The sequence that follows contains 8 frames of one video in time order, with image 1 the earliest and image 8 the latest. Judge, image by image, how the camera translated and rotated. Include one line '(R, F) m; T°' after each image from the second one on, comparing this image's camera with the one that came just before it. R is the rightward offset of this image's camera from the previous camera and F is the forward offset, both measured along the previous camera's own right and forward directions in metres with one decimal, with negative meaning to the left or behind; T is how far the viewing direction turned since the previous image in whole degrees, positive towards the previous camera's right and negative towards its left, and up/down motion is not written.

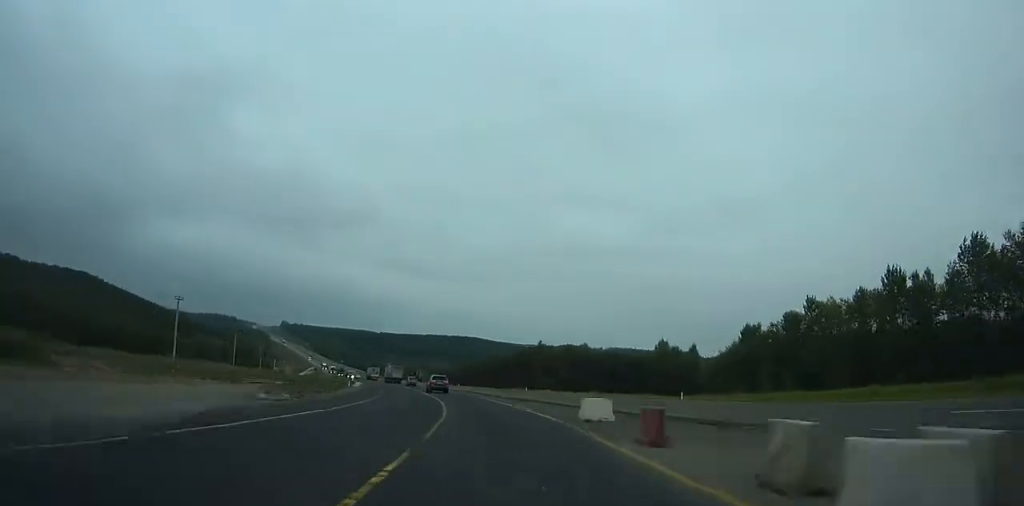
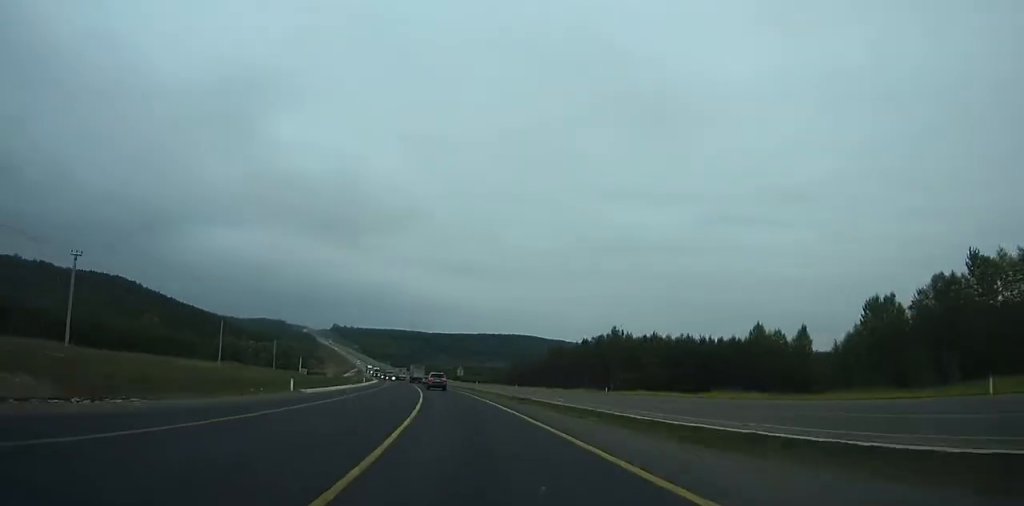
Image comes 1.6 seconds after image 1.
(+0.3, +30.7) m; -2°
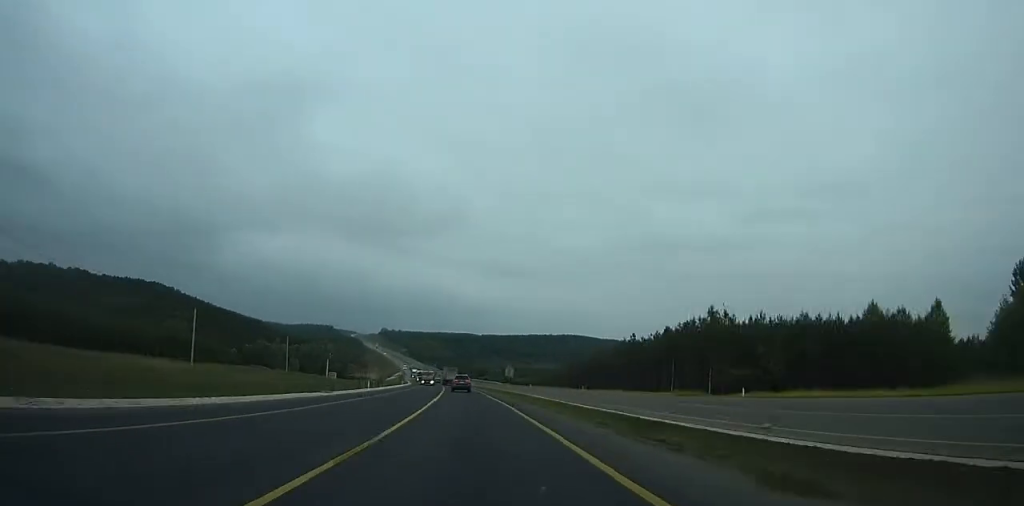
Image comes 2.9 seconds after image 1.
(-1.0, +25.1) m; -3°
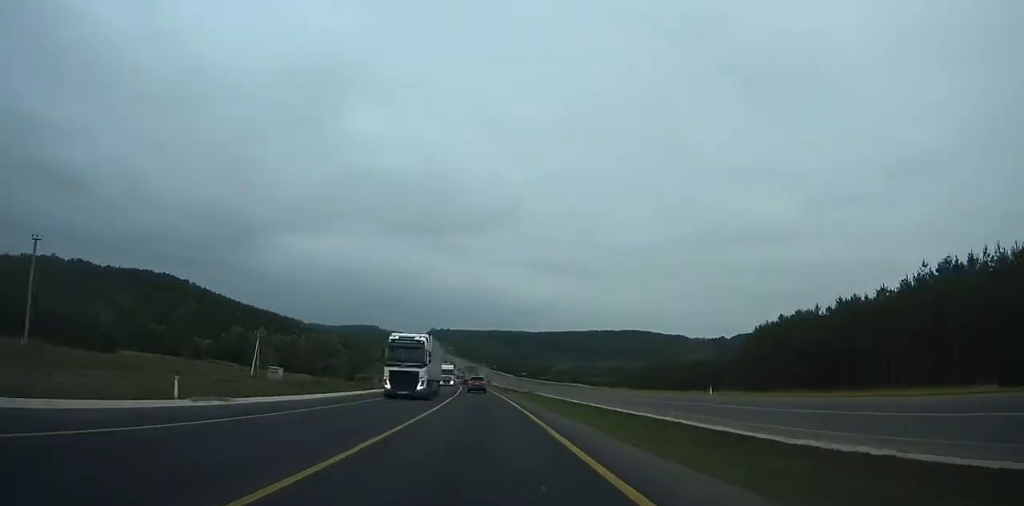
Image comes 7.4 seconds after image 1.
(-7.1, +88.2) m; -8°
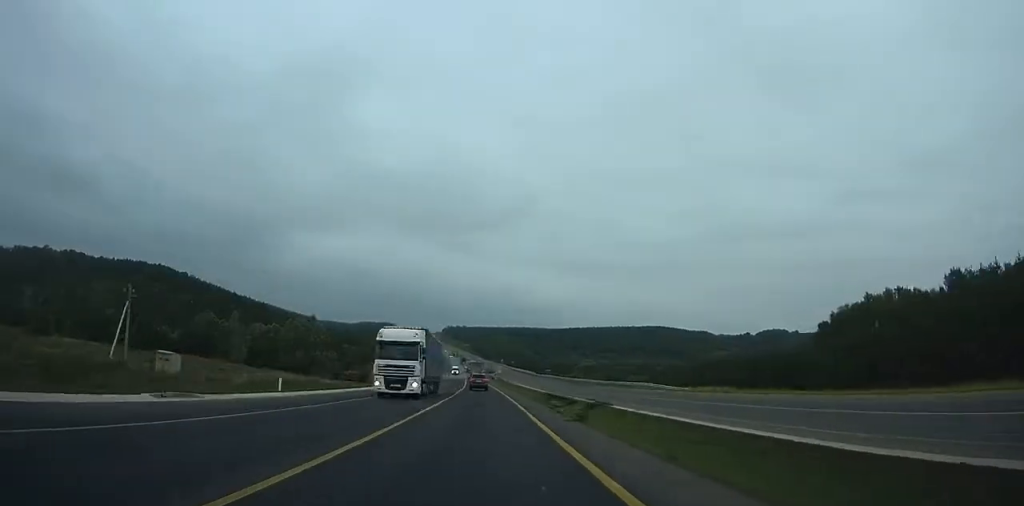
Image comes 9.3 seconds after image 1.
(-0.6, +38.8) m; -2°
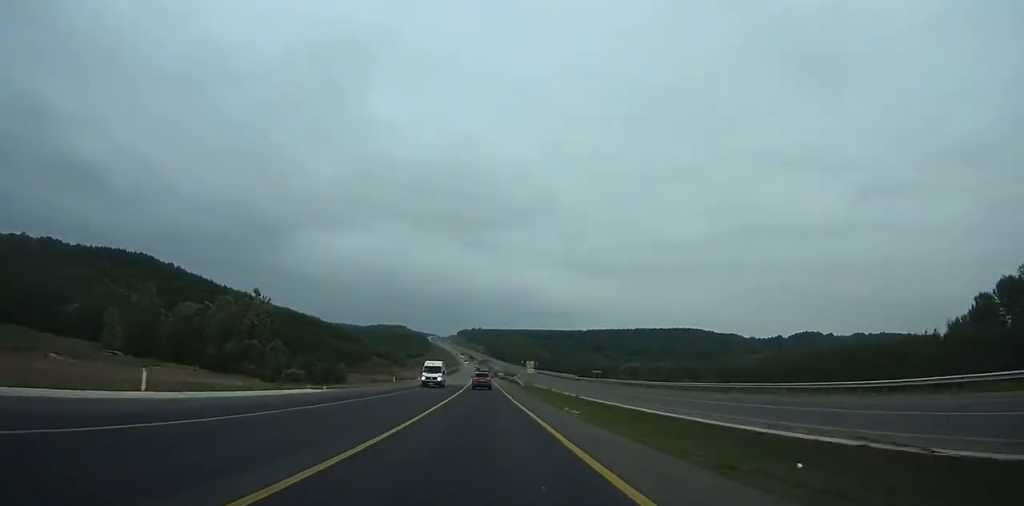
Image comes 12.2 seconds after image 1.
(-1.4, +60.4) m; -2°
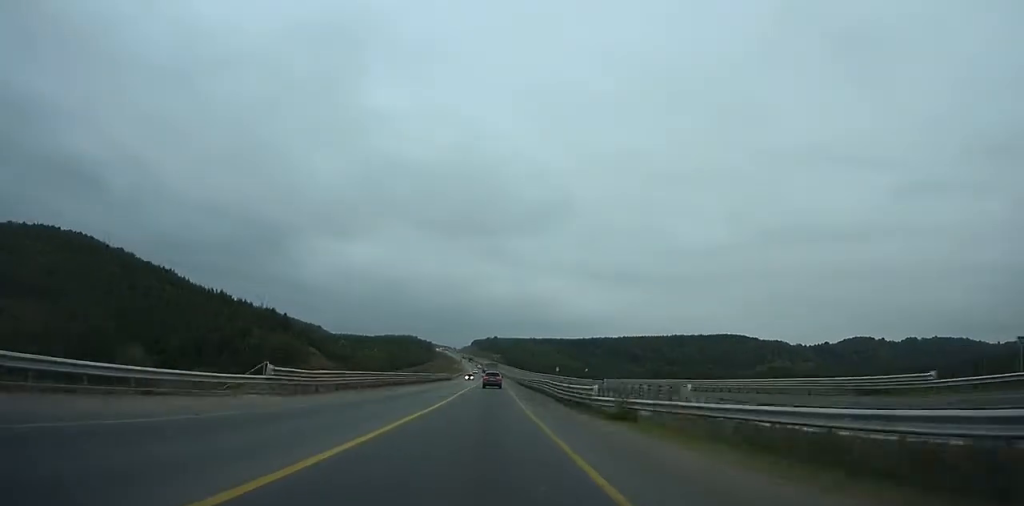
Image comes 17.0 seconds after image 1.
(-1.9, +103.2) m; -2°
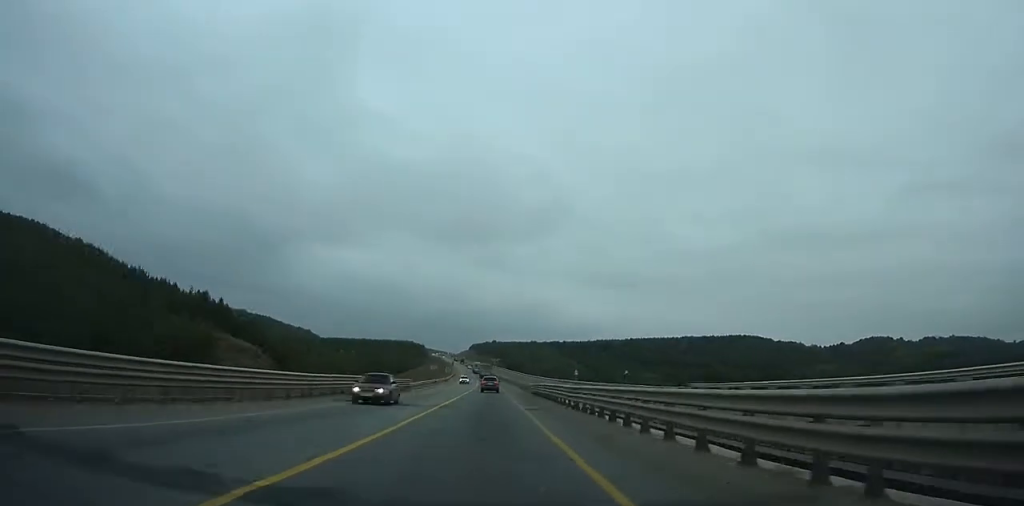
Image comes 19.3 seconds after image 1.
(-0.2, +50.7) m; 0°
